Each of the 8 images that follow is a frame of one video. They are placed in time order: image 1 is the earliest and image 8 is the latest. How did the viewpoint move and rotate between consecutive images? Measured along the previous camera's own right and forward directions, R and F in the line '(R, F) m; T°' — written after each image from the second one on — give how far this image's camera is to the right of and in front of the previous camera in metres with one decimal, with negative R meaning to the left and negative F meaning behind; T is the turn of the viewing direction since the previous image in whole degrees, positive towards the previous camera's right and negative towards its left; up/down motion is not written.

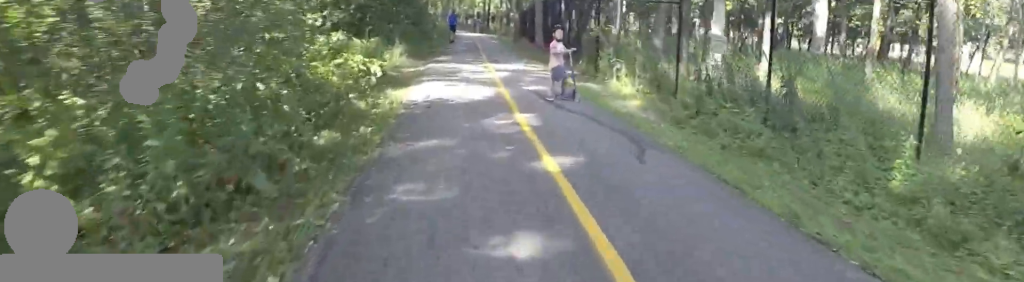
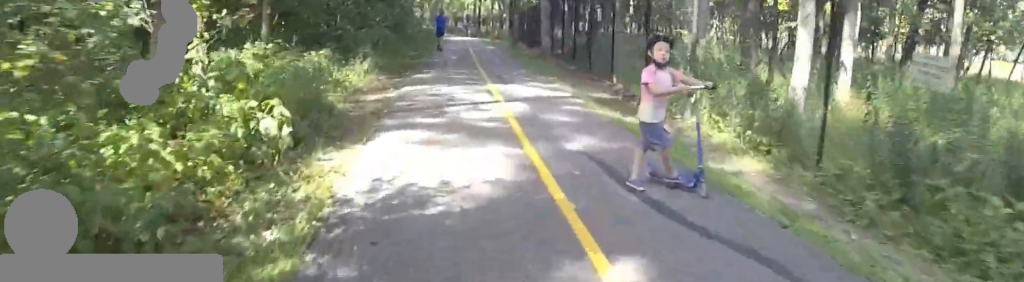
(-0.2, +5.4) m; +1°
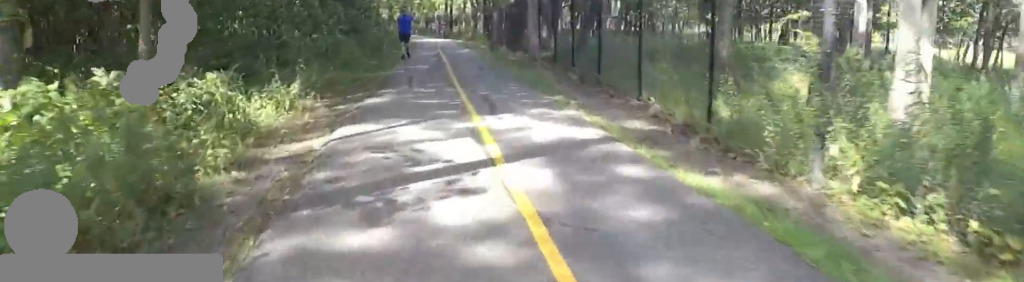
(-0.2, +4.3) m; +5°
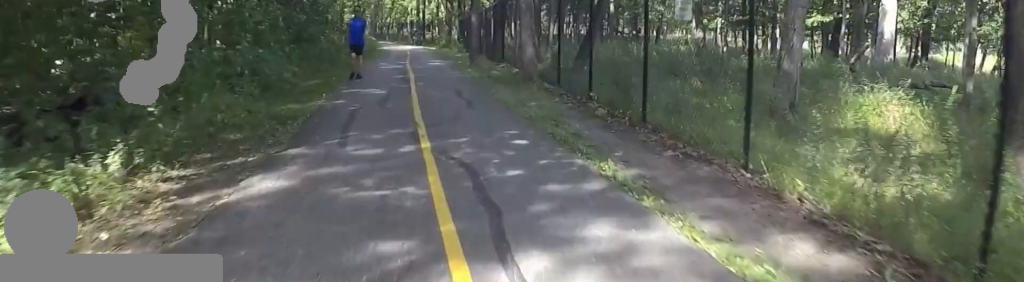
(+0.7, +4.7) m; +1°
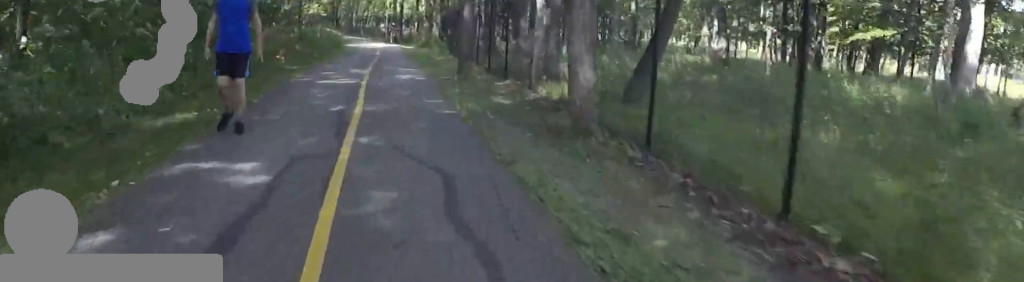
(-0.3, +6.8) m; +1°
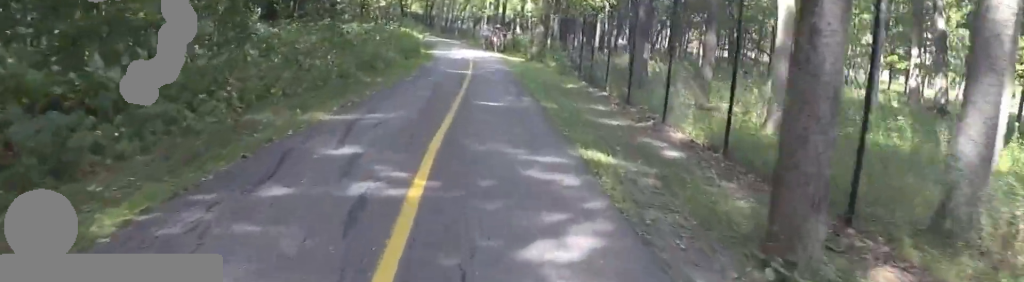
(+0.5, +10.2) m; -3°
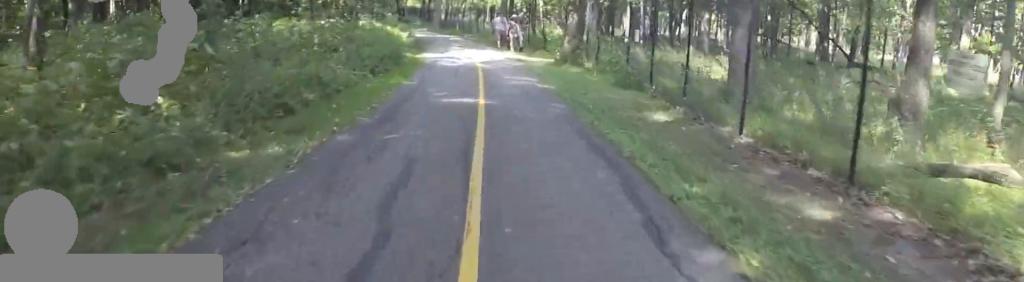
(-1.0, +7.8) m; -8°
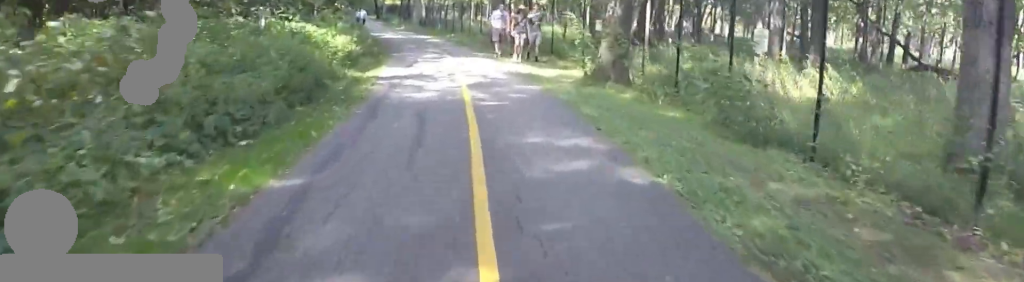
(0.0, +7.4) m; +4°
